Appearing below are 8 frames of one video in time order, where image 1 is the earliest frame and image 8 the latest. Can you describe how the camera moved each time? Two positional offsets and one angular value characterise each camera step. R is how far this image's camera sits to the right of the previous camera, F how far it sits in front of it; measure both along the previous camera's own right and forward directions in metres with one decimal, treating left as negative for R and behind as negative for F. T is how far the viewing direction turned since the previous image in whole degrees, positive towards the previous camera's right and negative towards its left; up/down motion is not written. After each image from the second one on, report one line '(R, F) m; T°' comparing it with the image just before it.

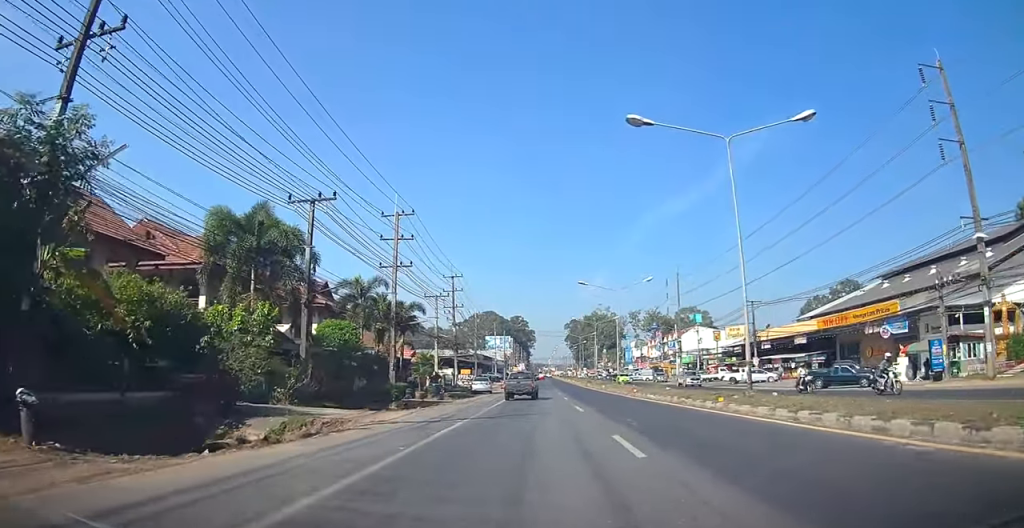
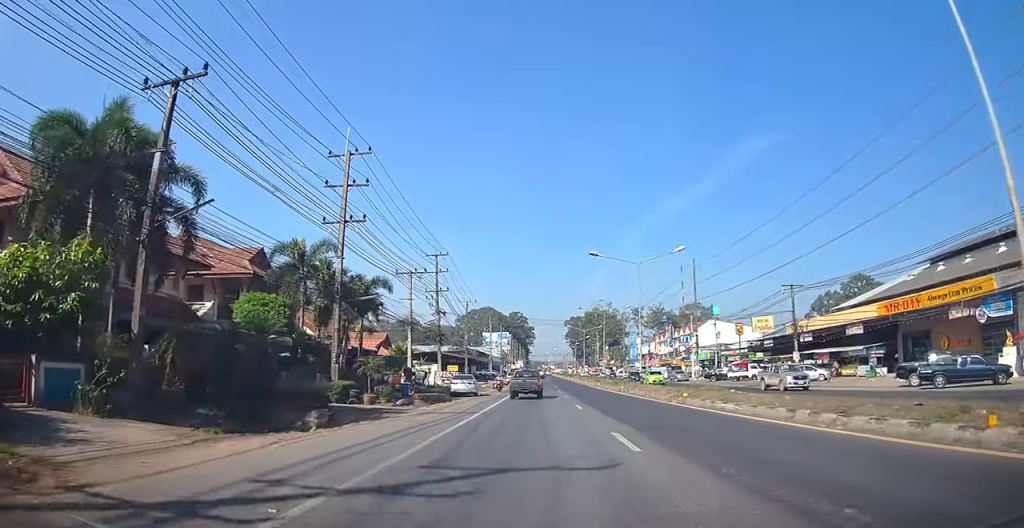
(0.0, +11.2) m; 0°
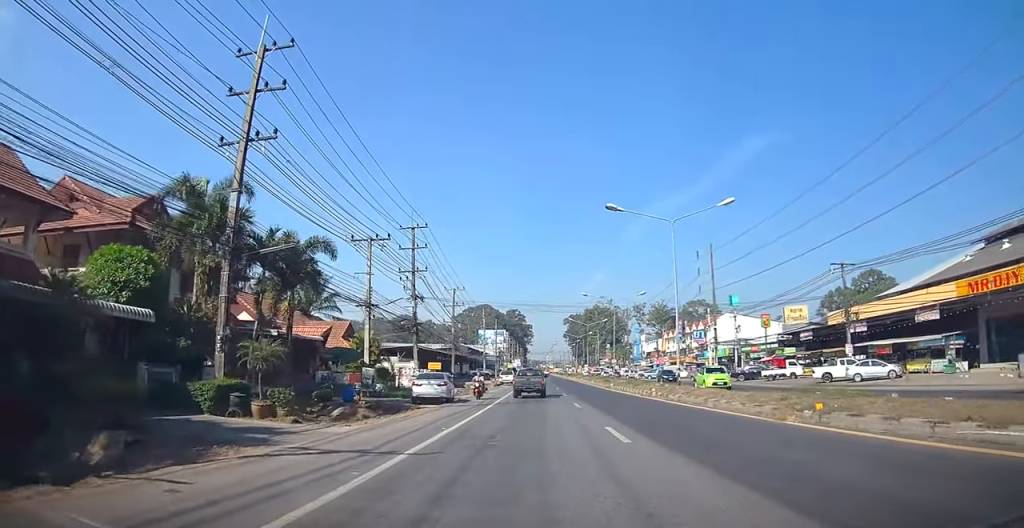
(0.0, +10.8) m; 0°
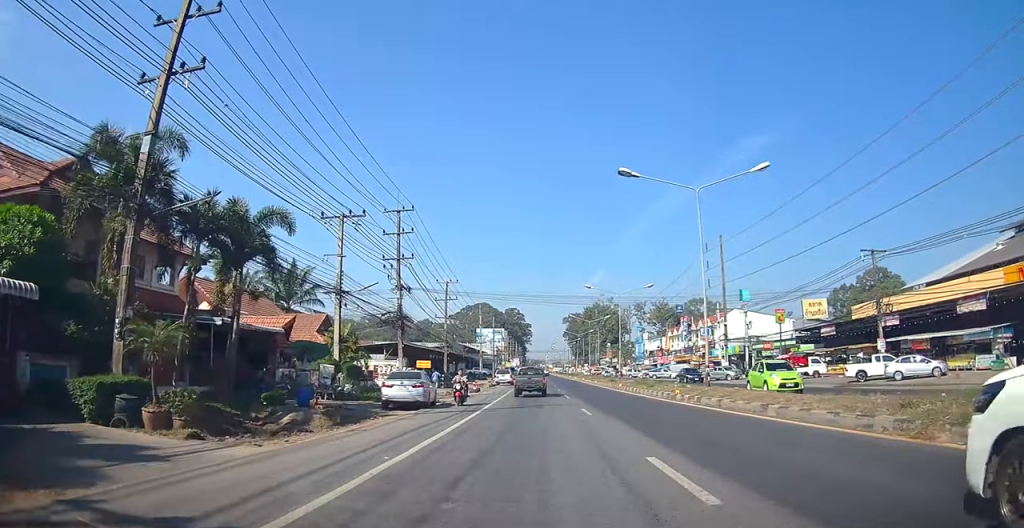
(0.0, +5.1) m; 0°
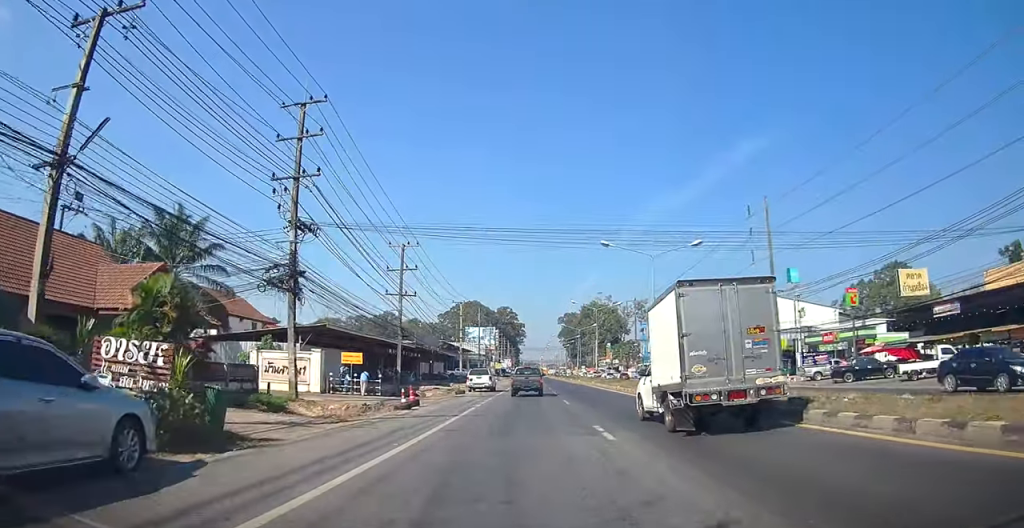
(-0.2, +19.1) m; -2°
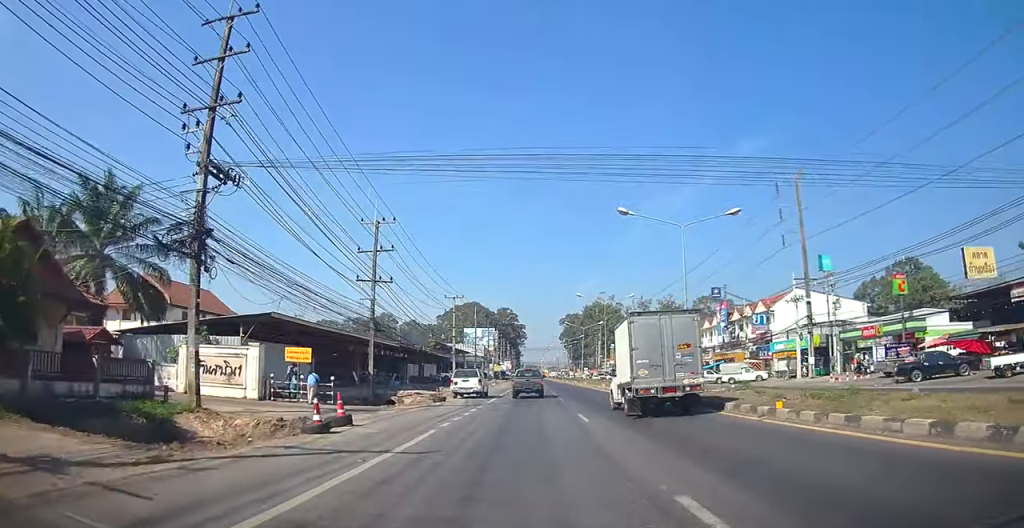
(0.0, +7.8) m; -1°
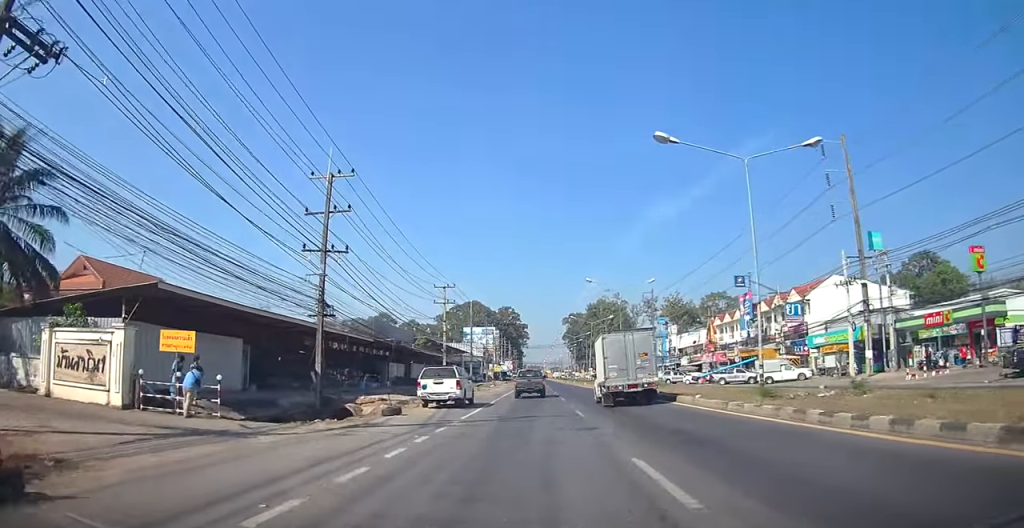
(-0.3, +9.3) m; +2°
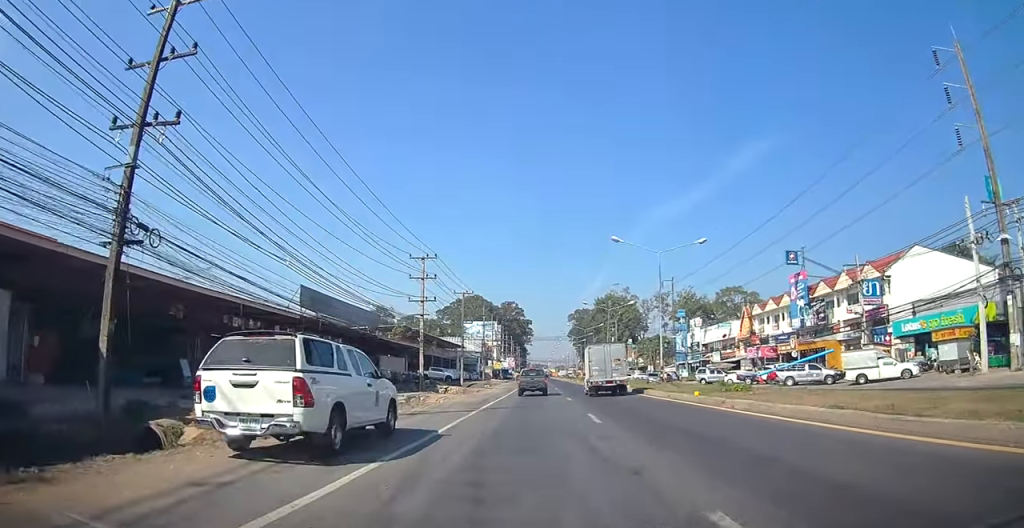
(+0.7, +15.1) m; +1°
